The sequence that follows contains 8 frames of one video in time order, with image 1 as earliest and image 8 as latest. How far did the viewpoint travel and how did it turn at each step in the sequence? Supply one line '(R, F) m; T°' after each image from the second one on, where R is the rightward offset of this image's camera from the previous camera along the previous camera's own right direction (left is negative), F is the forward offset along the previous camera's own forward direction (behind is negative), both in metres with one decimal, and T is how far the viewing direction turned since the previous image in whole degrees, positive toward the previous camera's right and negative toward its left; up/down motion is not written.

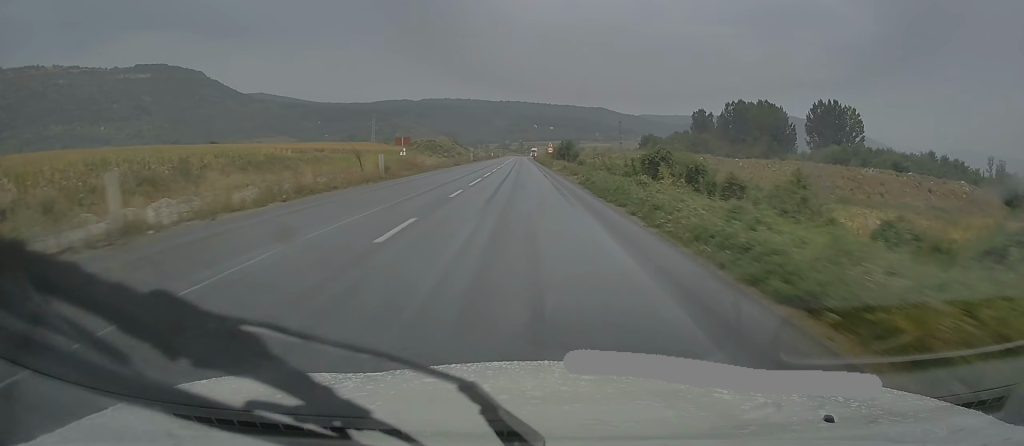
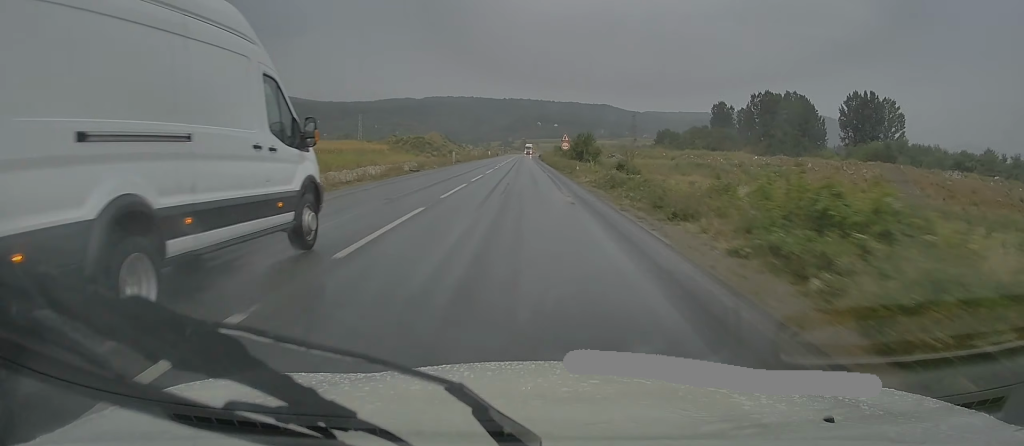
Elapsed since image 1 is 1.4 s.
(0.0, +25.9) m; 0°
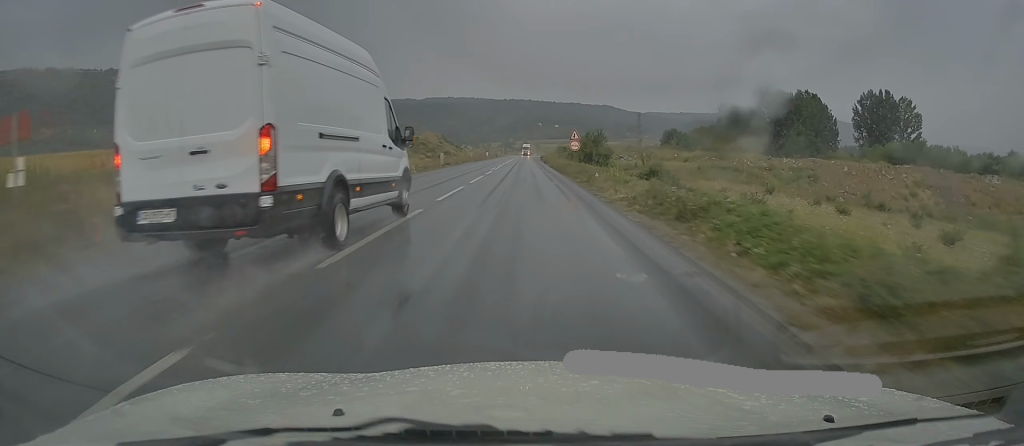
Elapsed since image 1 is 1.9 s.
(0.0, +10.0) m; 0°
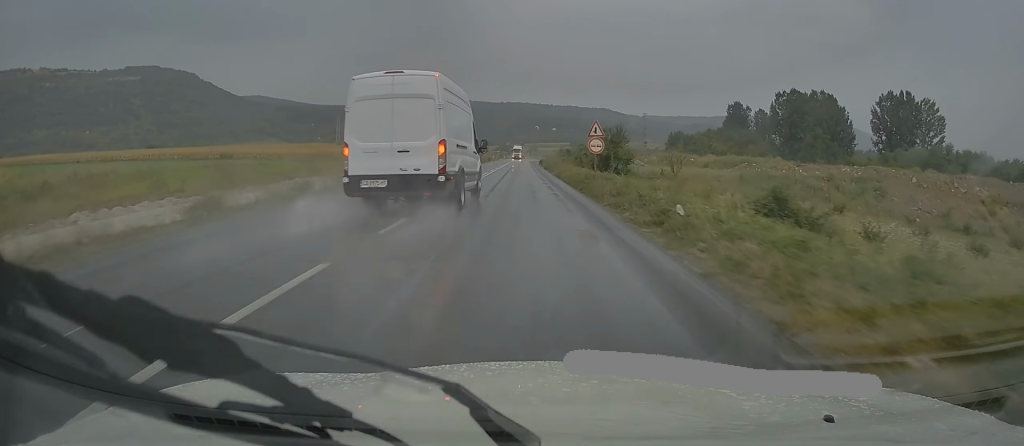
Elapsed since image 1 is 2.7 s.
(0.0, +15.4) m; 0°
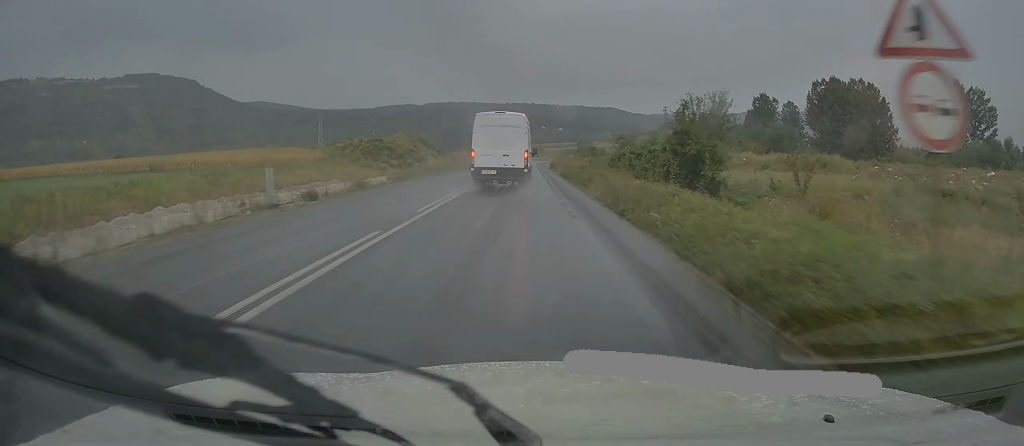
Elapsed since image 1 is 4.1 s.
(-0.1, +23.8) m; 0°
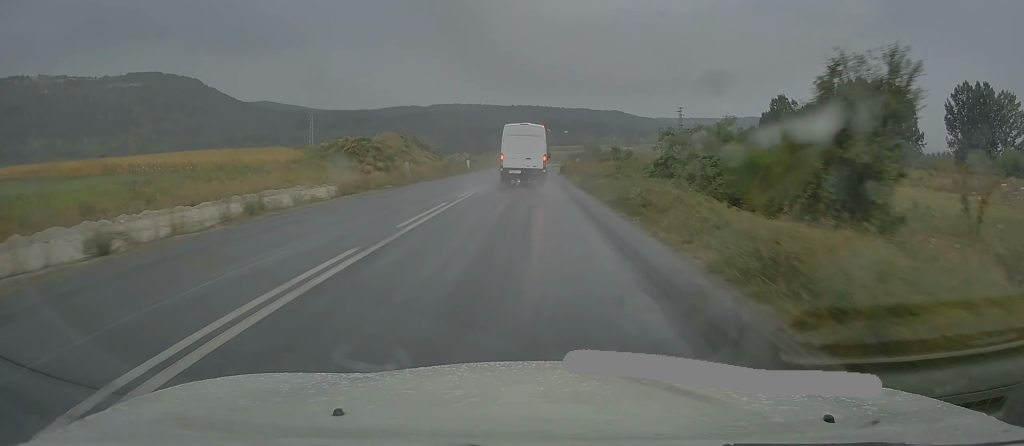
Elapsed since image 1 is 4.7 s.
(0.0, +11.7) m; 0°
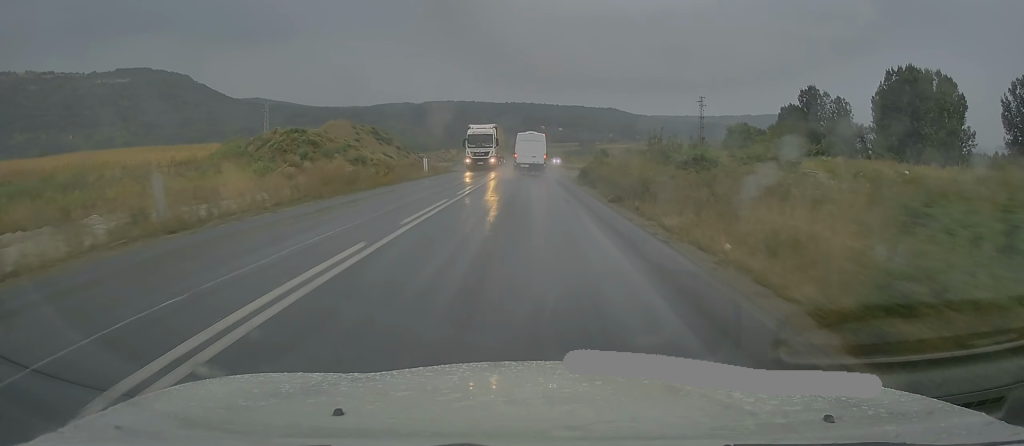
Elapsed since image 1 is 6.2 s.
(-0.2, +25.6) m; -1°
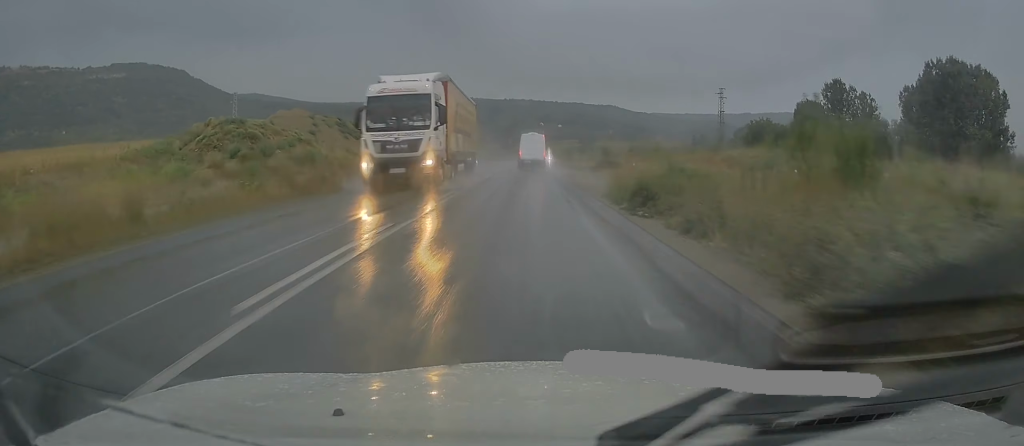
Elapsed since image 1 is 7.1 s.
(0.0, +15.5) m; +1°
